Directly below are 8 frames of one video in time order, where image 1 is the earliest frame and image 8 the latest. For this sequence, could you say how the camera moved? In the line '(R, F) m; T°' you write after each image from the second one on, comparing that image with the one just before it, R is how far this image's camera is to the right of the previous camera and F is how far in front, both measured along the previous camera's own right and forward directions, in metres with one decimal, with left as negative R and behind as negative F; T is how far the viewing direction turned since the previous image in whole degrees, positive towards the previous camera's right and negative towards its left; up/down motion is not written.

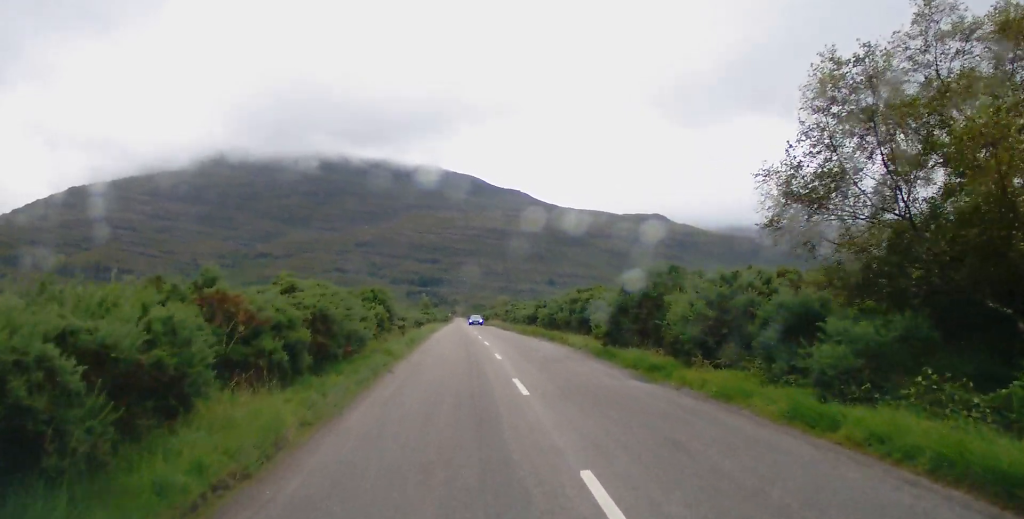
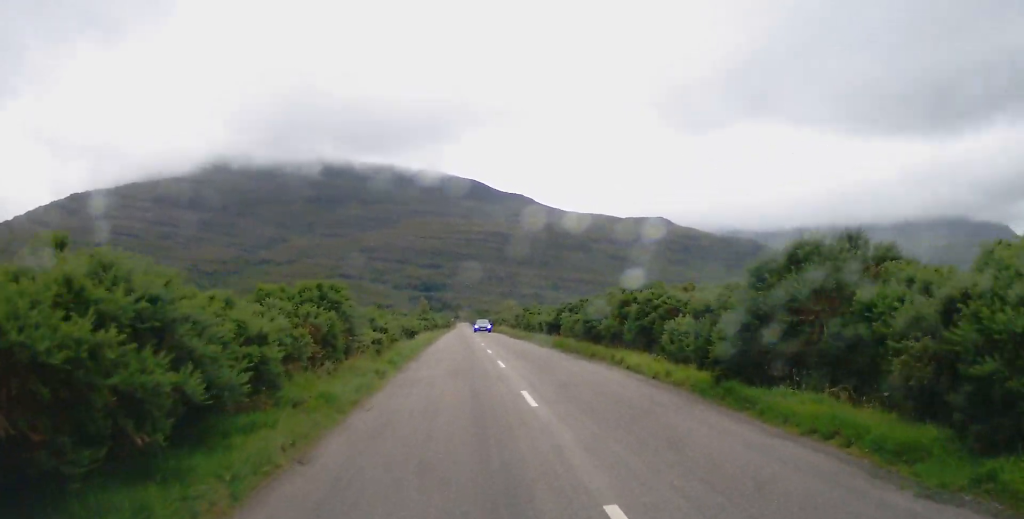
(0.0, +10.1) m; 0°
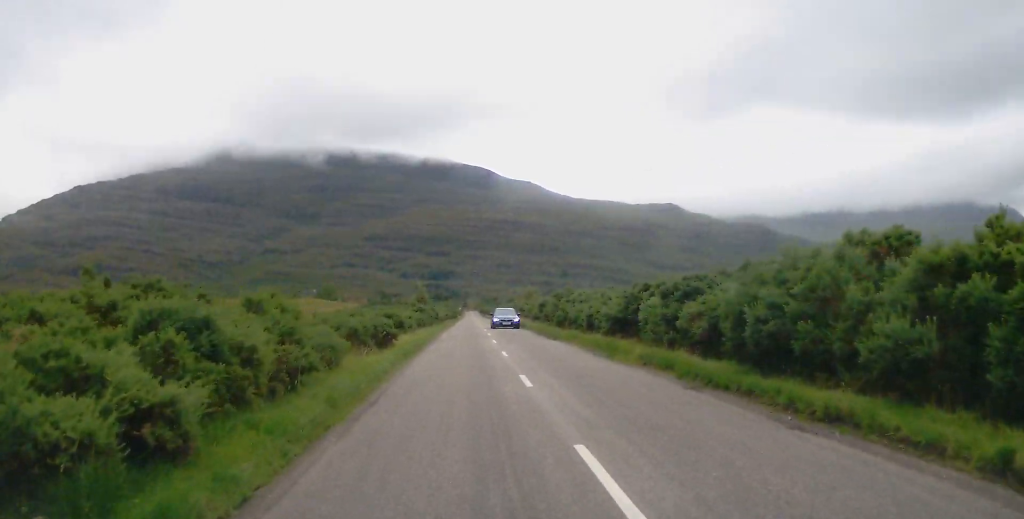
(0.0, +16.2) m; 0°
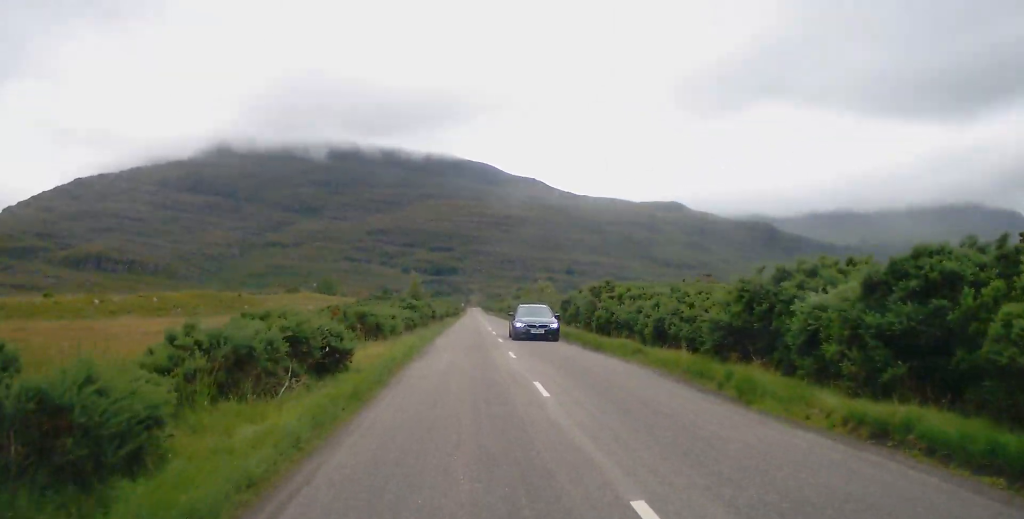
(0.0, +10.7) m; 0°
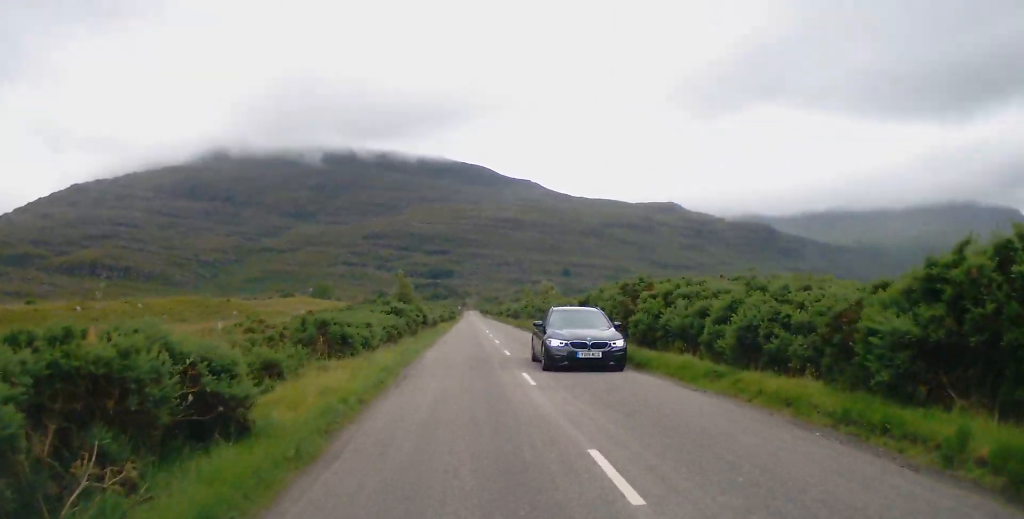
(0.0, +6.7) m; 0°
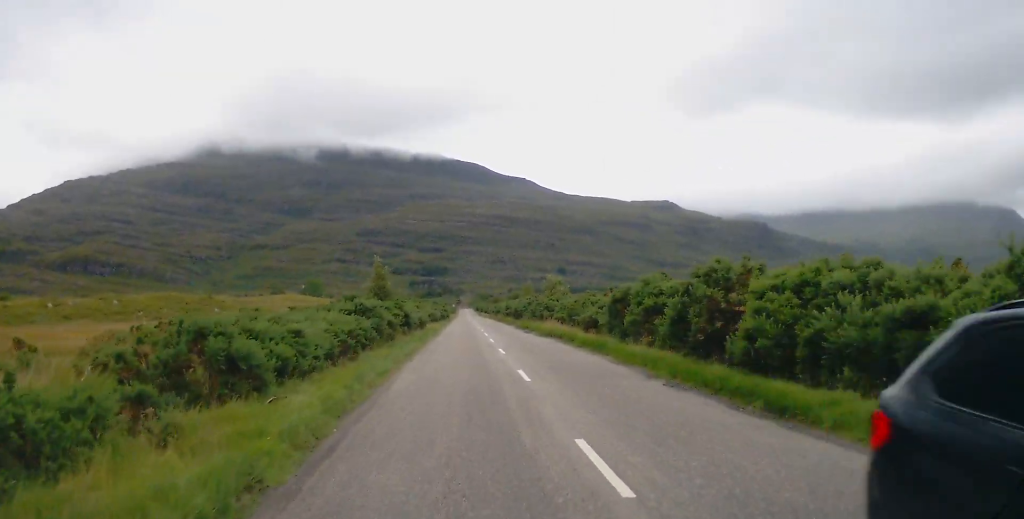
(0.0, +8.9) m; 0°
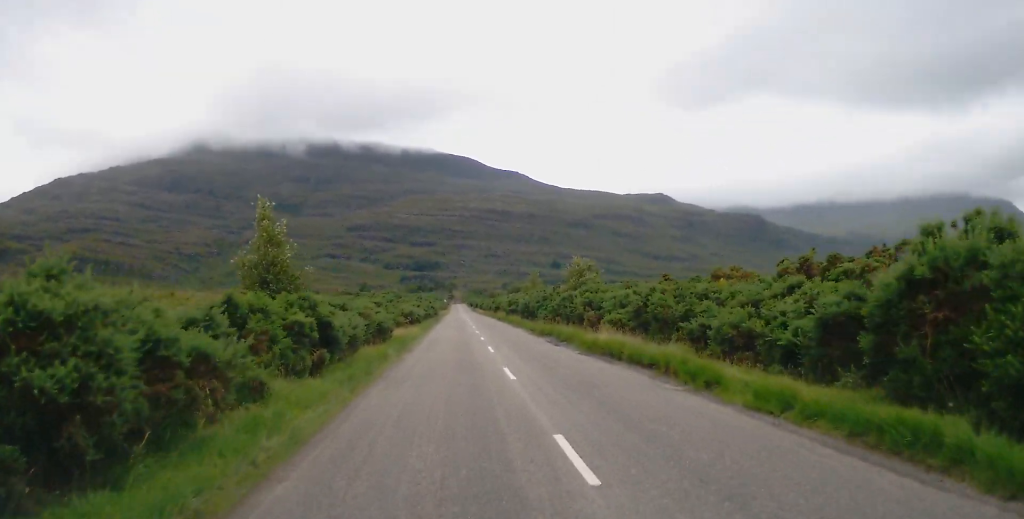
(0.0, +17.3) m; 0°
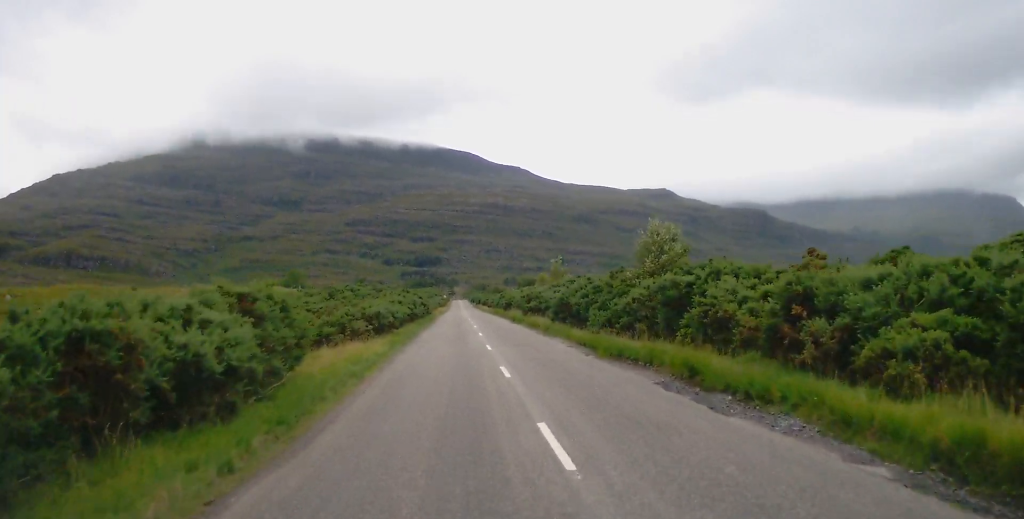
(-0.1, +17.7) m; 0°
